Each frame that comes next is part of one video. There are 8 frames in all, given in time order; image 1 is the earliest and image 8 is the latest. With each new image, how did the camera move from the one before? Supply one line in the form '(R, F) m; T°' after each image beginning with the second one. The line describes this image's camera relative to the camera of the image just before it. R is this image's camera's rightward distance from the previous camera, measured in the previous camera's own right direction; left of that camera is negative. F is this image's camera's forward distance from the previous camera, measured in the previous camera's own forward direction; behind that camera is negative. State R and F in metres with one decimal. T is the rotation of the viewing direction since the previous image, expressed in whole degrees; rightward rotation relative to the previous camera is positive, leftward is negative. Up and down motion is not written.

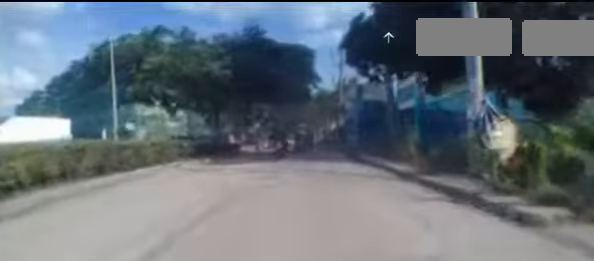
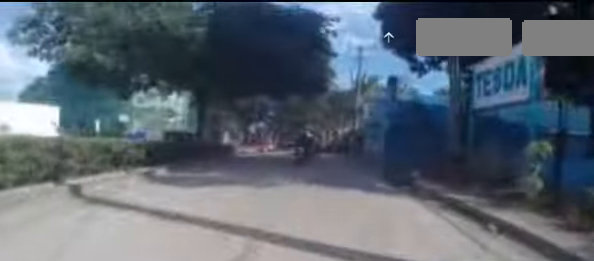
(+0.5, +6.1) m; +2°
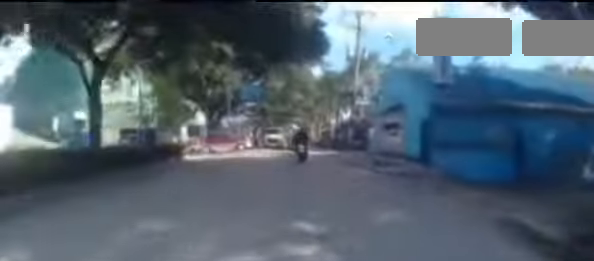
(-0.5, +7.1) m; -1°
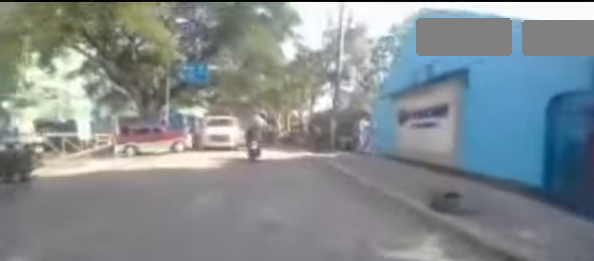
(+0.7, +7.0) m; +10°
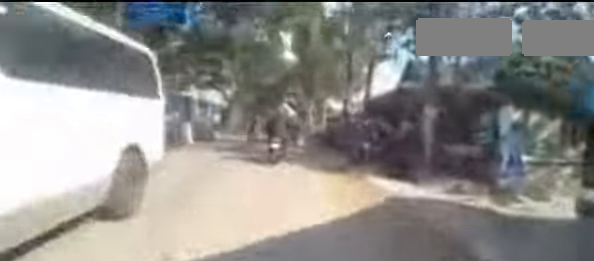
(-0.4, +9.6) m; -7°
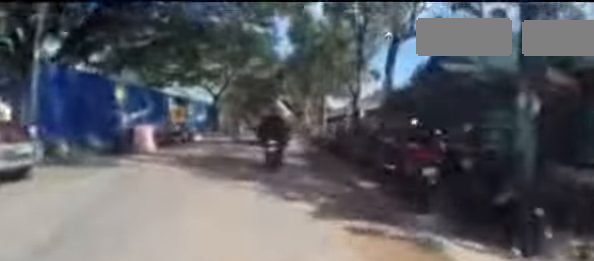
(-0.1, +3.6) m; -3°
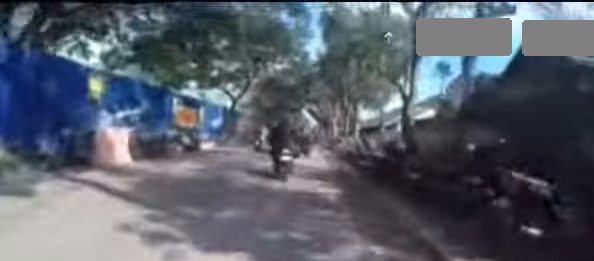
(-0.1, +3.1) m; -1°
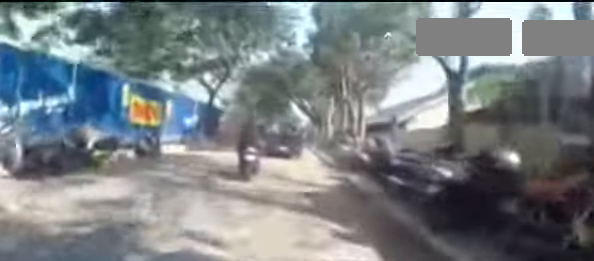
(0.0, +3.6) m; +1°
